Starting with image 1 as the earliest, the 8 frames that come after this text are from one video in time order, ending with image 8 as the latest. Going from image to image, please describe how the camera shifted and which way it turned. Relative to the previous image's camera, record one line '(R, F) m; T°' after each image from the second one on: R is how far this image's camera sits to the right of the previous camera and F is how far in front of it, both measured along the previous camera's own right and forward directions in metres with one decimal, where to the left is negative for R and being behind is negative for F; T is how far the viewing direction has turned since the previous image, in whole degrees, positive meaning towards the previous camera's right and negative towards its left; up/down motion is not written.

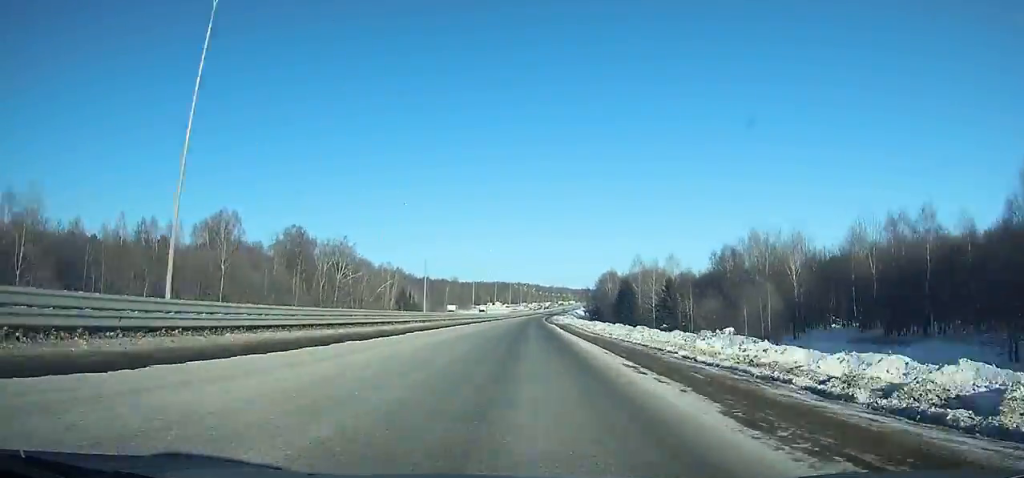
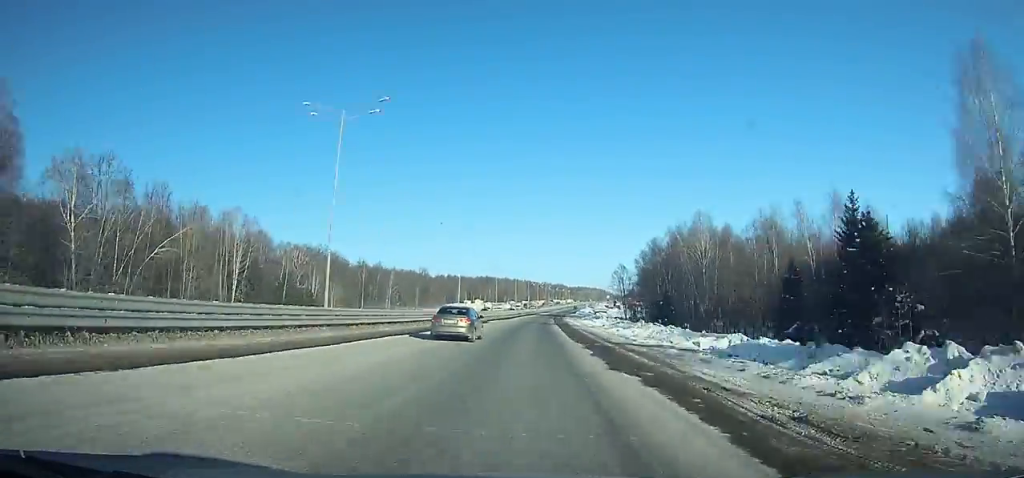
(+1.2, +123.5) m; +2°
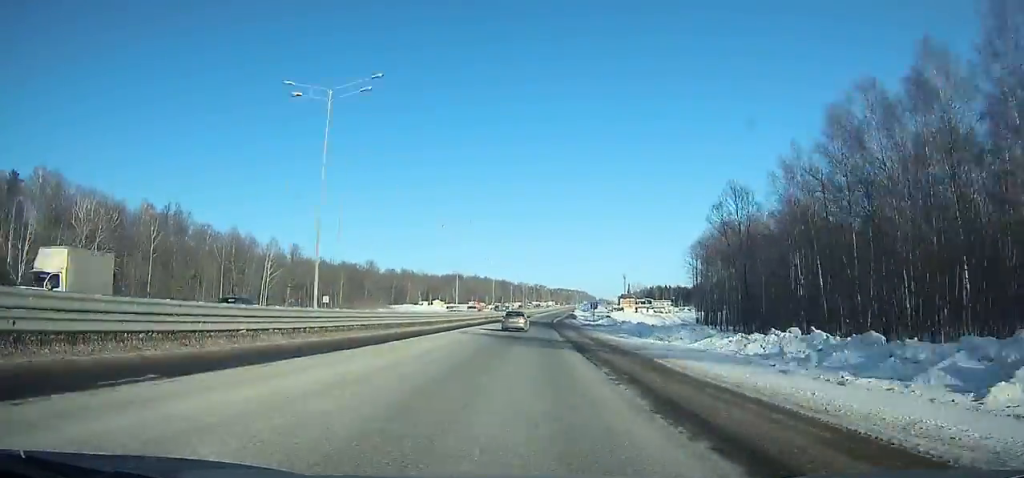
(+1.2, +95.4) m; +2°
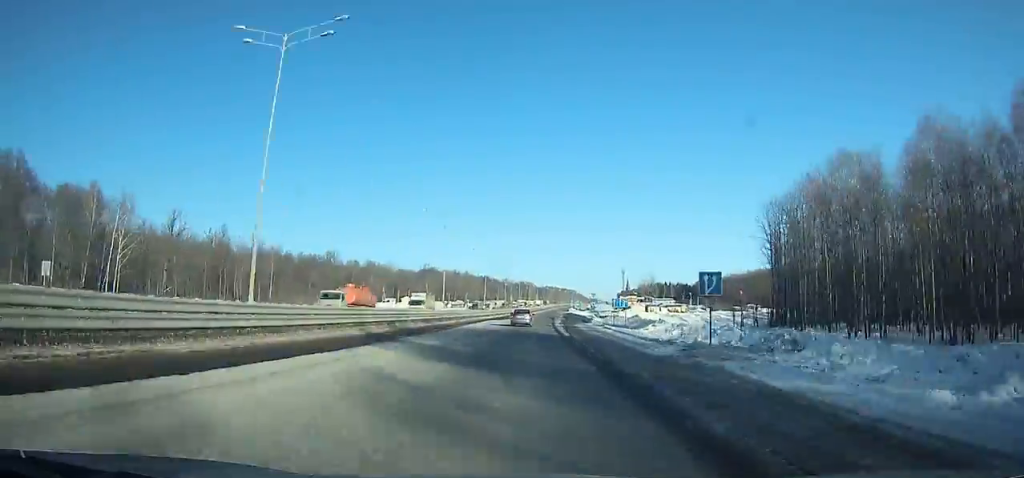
(+0.9, +49.8) m; +1°
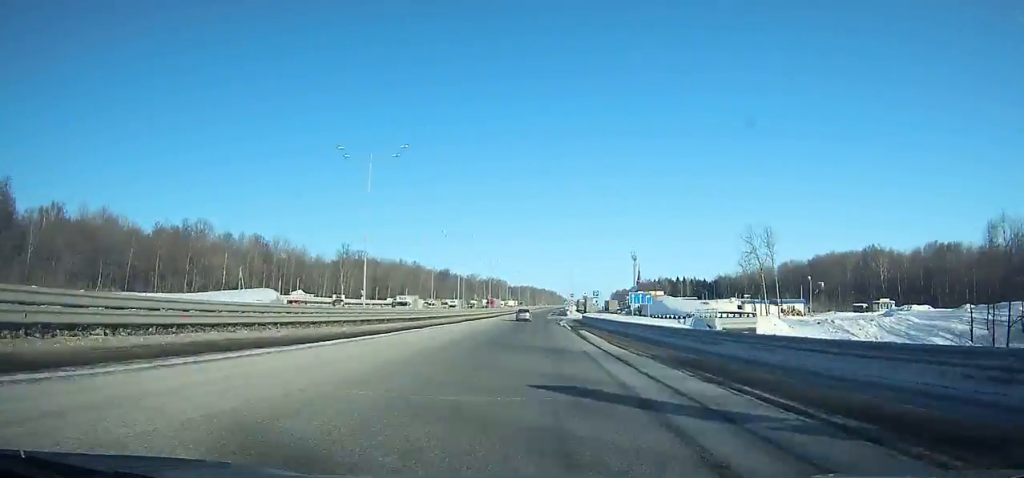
(+2.8, +112.0) m; +2°
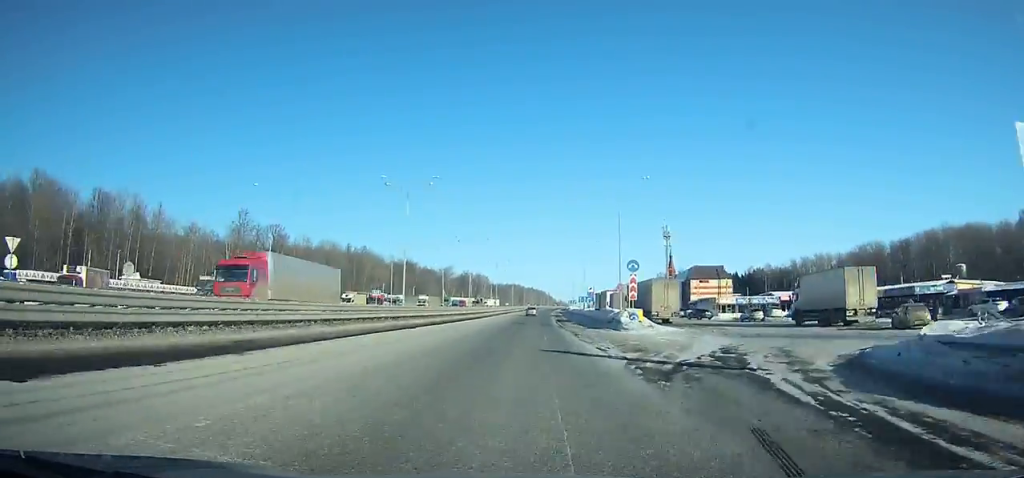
(+0.8, +82.8) m; +1°
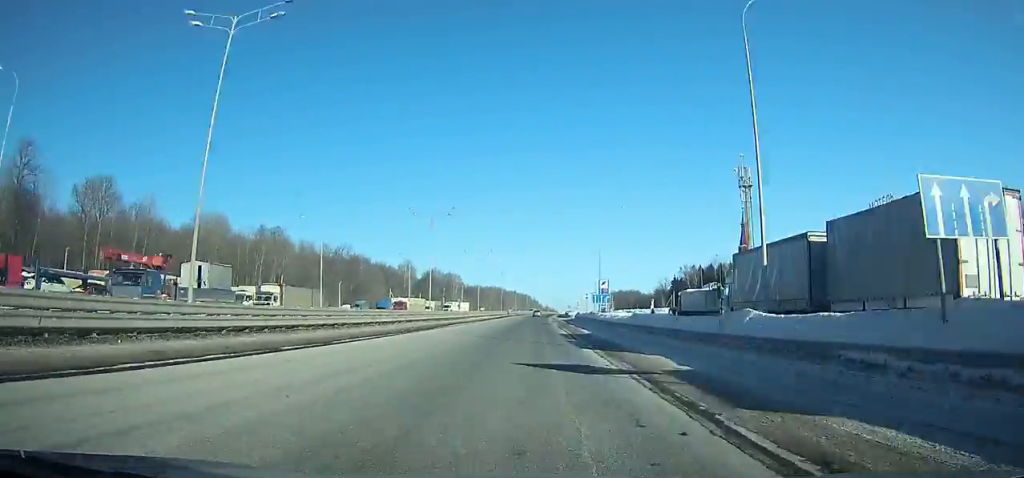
(+1.1, +79.4) m; +2°
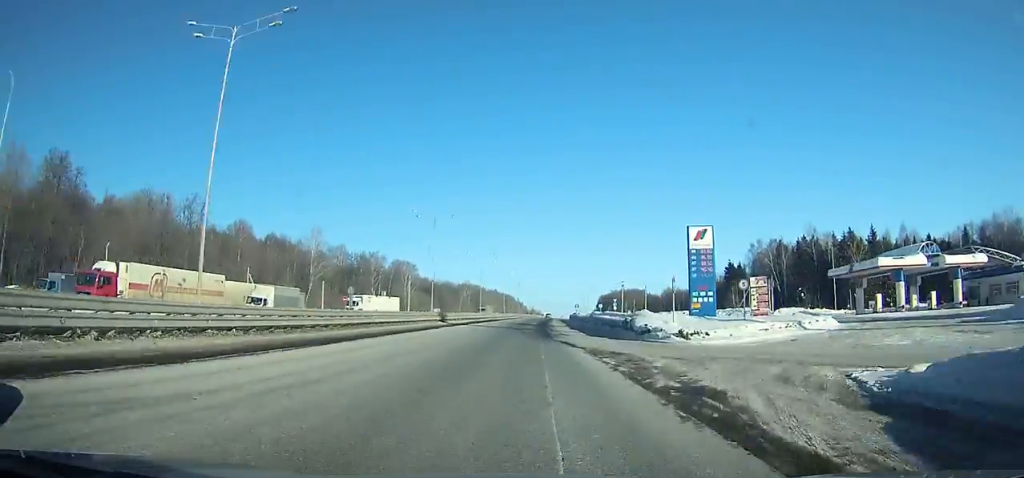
(+1.7, +86.1) m; +2°
